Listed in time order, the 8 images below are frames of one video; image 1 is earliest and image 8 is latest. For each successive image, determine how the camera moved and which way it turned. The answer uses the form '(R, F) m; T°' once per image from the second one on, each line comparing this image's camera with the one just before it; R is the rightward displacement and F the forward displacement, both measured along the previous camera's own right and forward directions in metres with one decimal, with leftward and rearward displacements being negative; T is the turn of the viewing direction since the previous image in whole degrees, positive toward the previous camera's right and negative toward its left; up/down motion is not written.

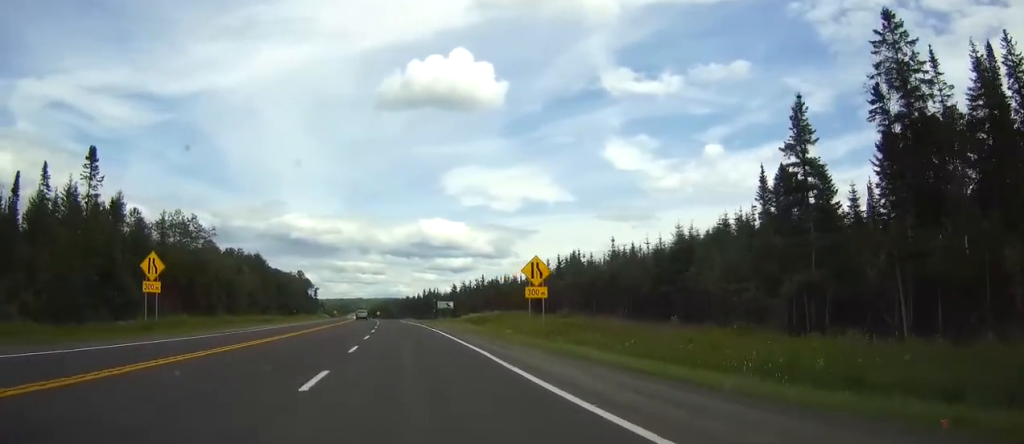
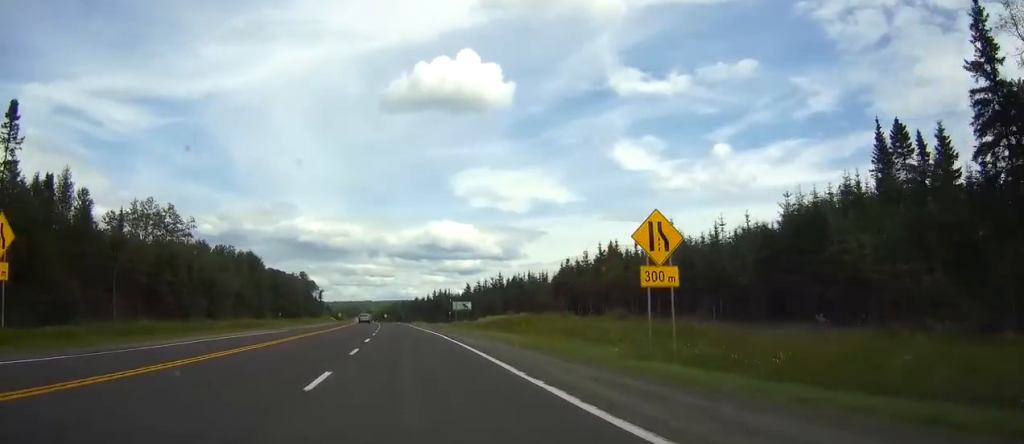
(-0.1, +17.1) m; -1°
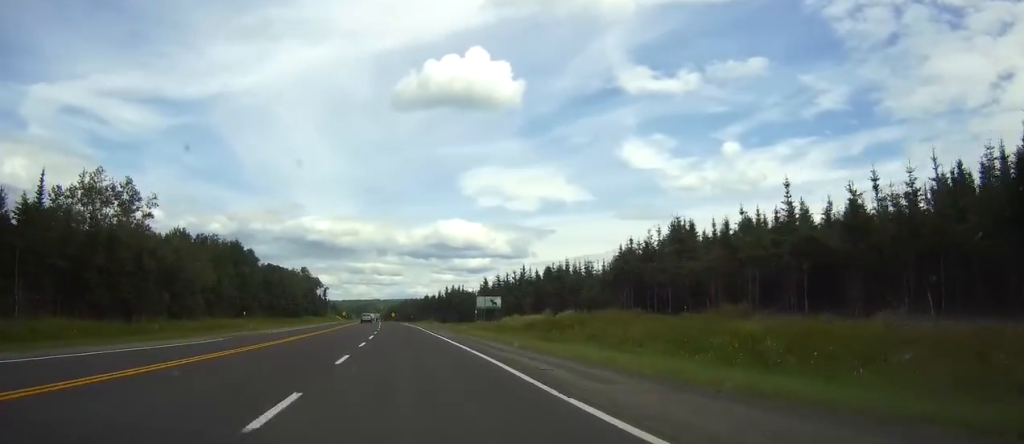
(-0.1, +21.3) m; -1°
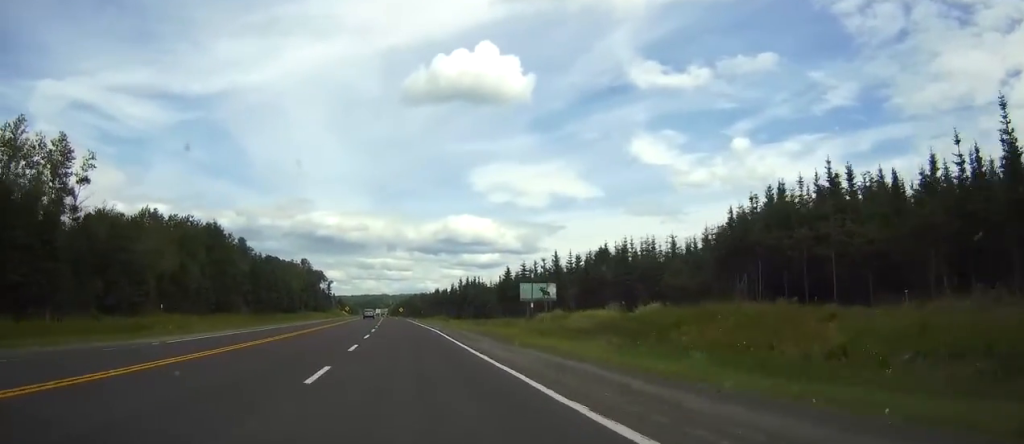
(-0.1, +22.3) m; -1°
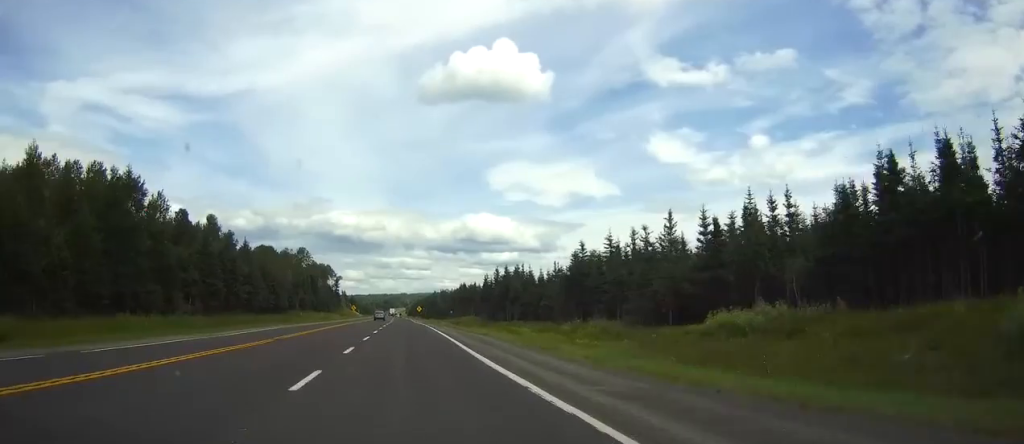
(-0.6, +45.6) m; -2°
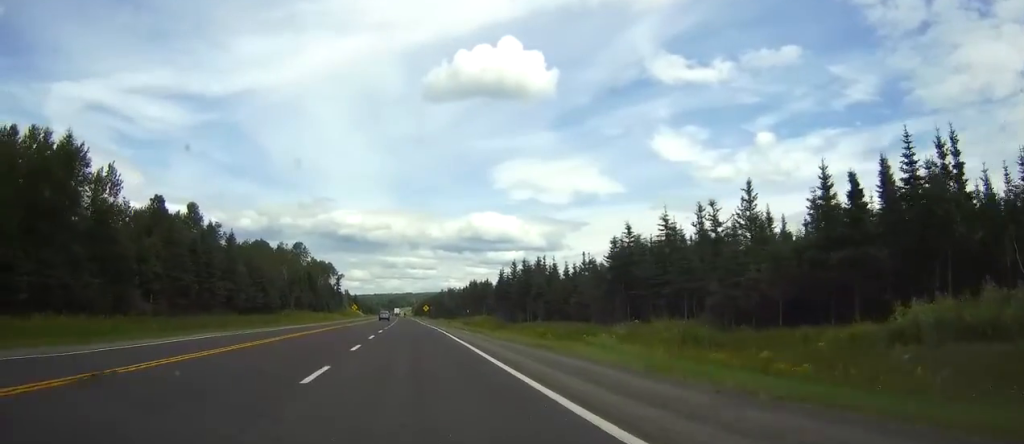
(-0.1, +16.9) m; 0°
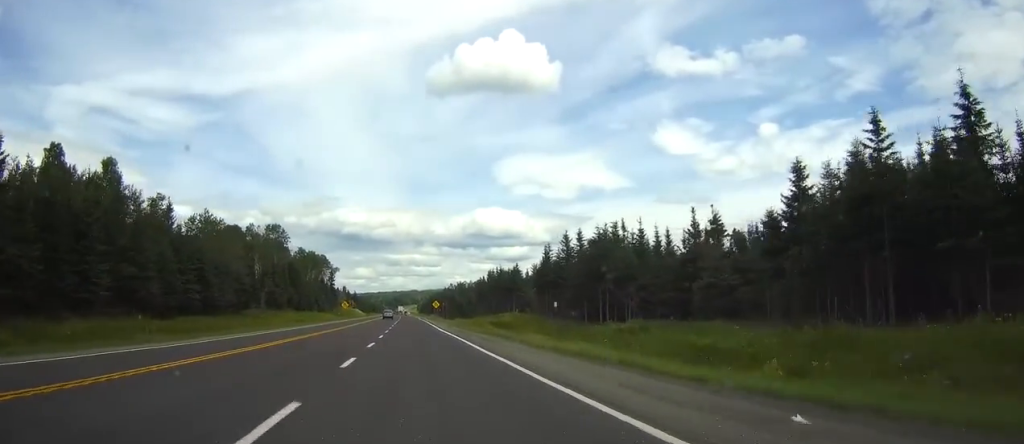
(-0.1, +41.1) m; 0°
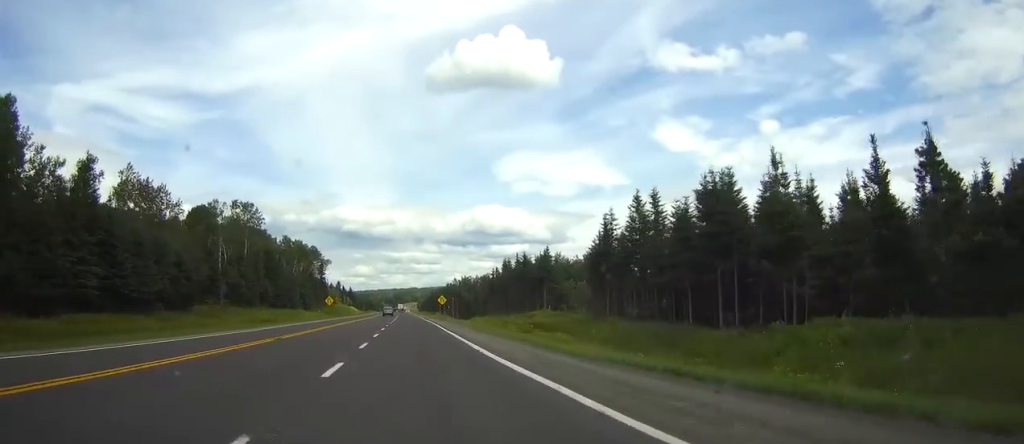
(-0.1, +29.3) m; 0°
